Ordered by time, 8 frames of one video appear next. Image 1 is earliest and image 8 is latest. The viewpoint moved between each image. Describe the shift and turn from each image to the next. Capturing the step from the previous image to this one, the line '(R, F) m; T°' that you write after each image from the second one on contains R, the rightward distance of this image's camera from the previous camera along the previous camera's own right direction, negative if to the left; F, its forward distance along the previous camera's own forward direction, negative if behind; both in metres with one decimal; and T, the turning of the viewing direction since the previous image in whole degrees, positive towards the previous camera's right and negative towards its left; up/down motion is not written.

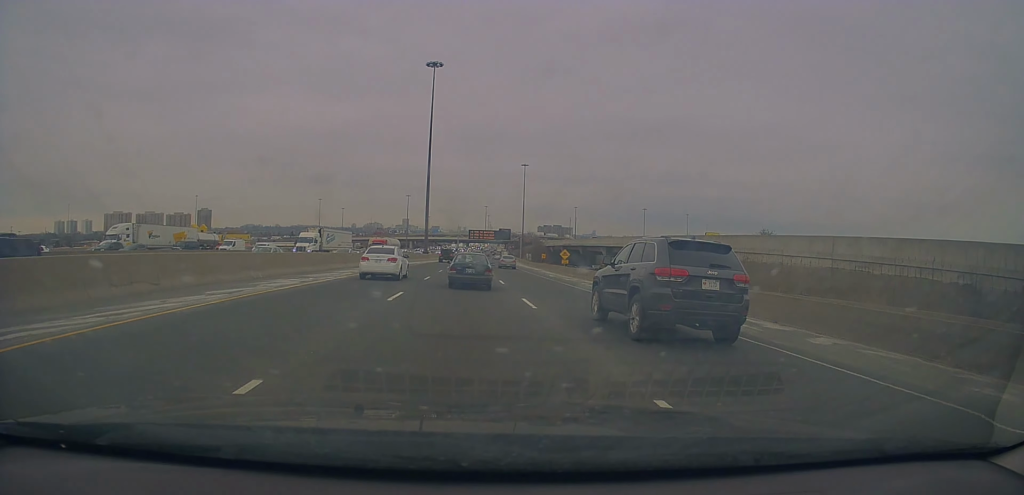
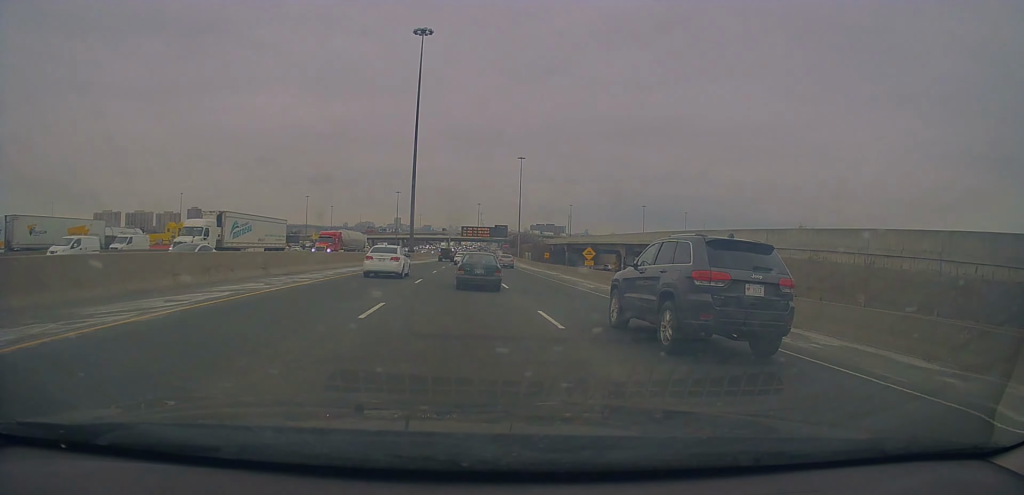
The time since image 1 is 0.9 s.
(-0.1, +15.8) m; 0°
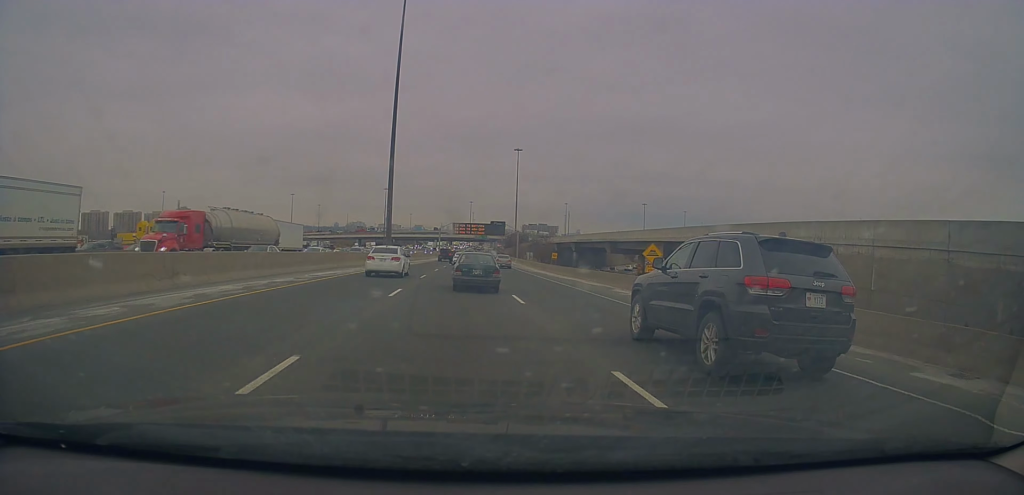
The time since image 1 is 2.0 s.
(+0.2, +19.0) m; 0°
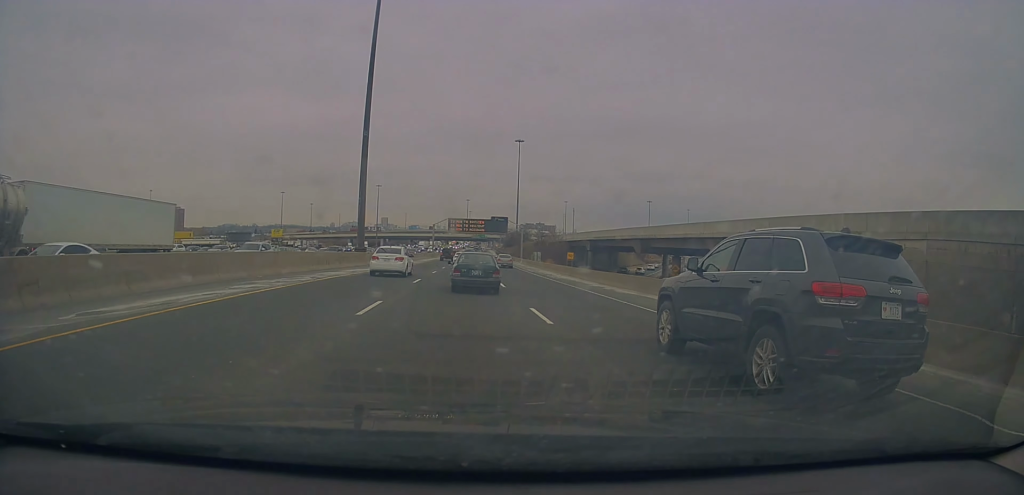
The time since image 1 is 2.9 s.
(-0.1, +17.0) m; 0°
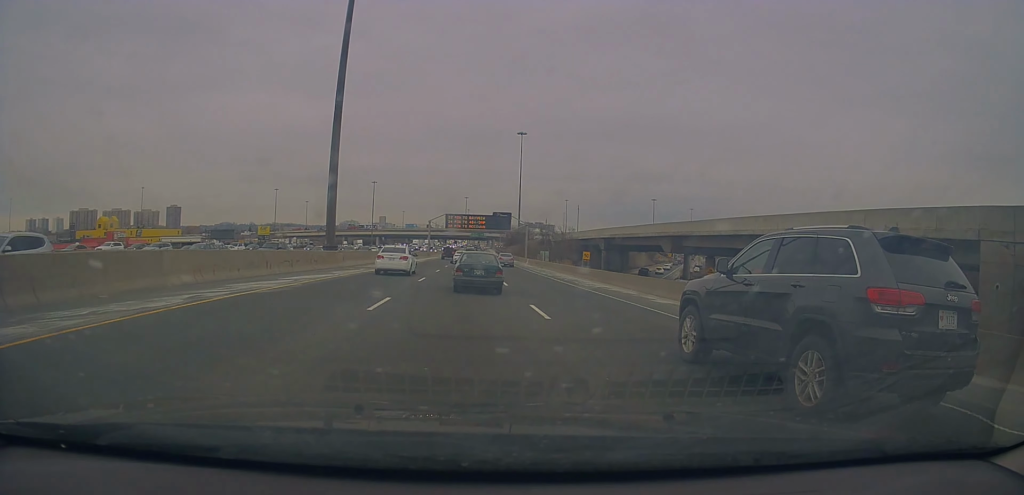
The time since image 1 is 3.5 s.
(-0.1, +11.2) m; 0°
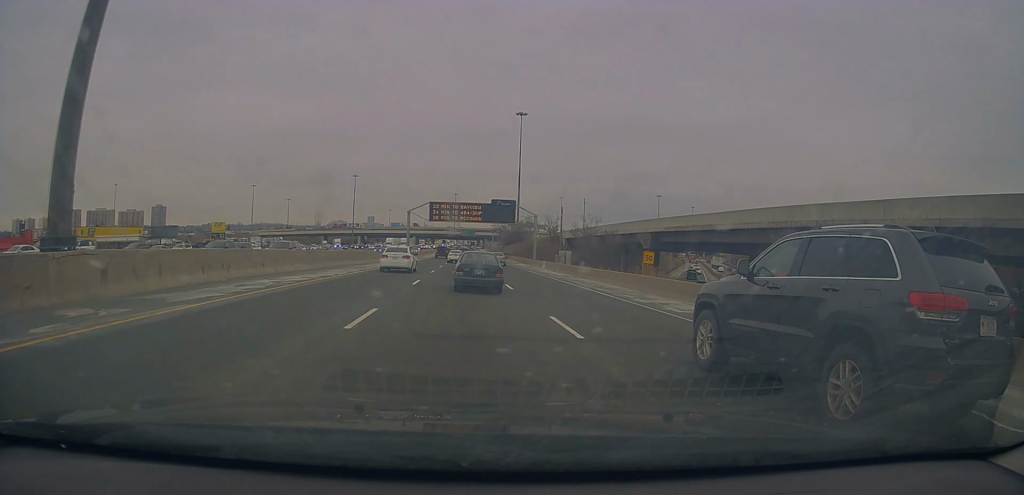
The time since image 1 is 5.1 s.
(+0.7, +28.4) m; +2°
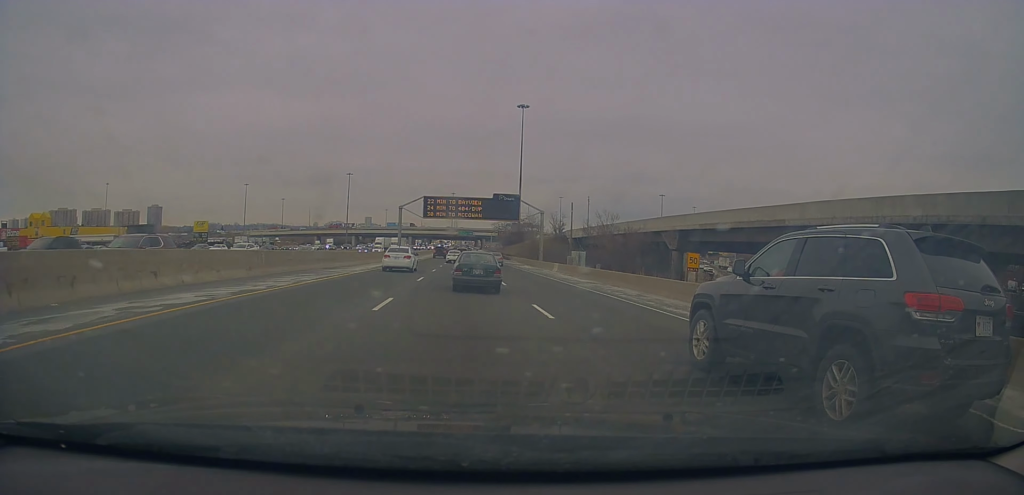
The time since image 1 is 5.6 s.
(+0.1, +9.4) m; +1°
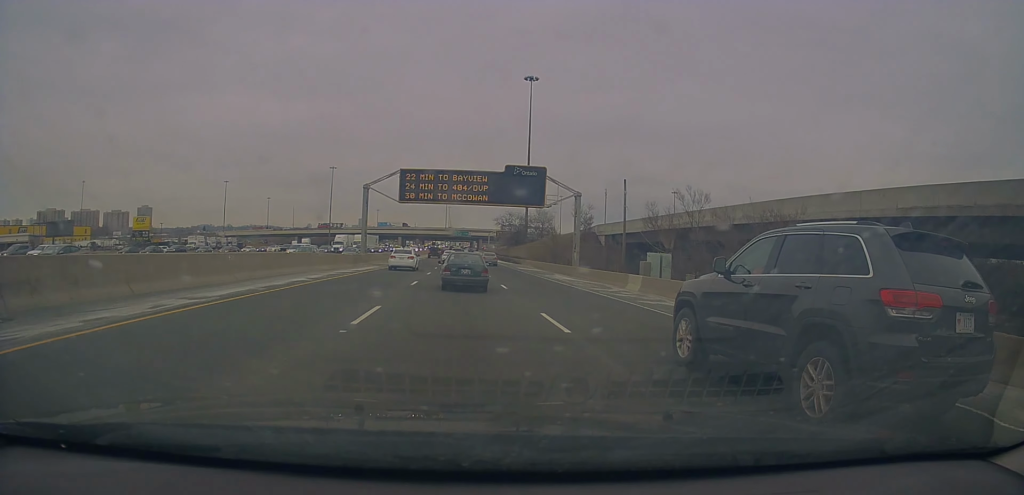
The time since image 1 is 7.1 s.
(+0.6, +28.0) m; +1°
